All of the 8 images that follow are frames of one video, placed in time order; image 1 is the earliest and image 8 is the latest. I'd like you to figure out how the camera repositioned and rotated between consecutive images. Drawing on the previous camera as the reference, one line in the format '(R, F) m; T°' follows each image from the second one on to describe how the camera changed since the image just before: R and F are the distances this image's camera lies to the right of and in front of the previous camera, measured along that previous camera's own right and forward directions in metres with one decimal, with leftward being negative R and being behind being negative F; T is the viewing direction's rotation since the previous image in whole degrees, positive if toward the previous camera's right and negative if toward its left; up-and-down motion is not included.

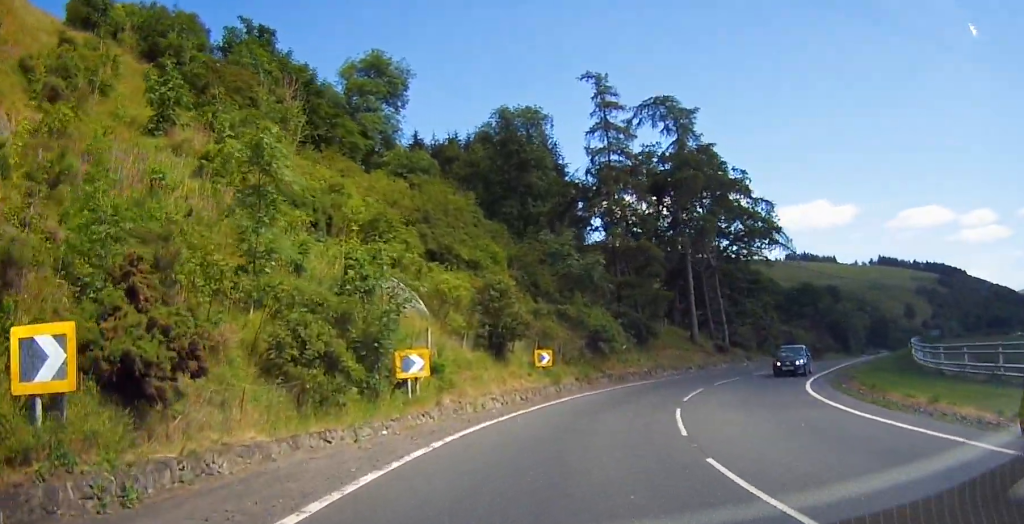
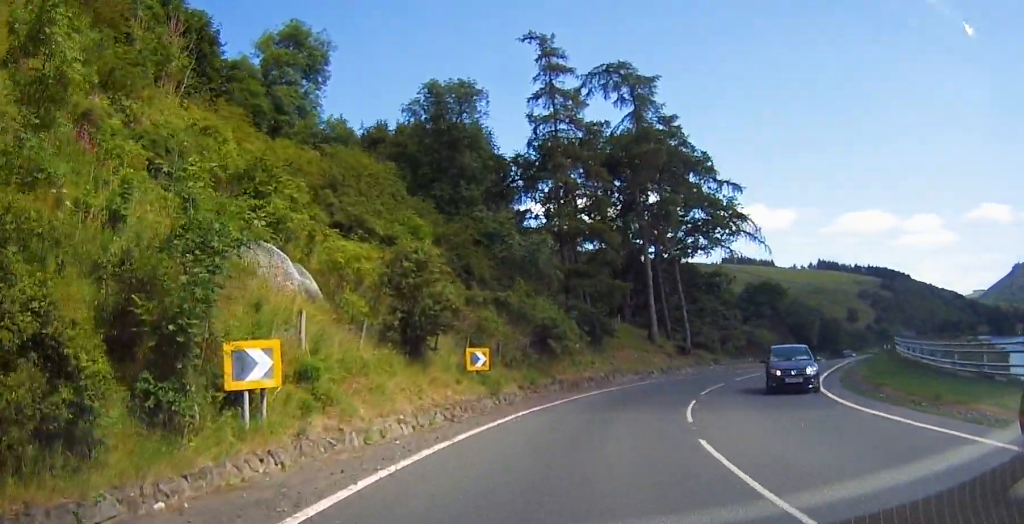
(+0.1, +7.1) m; +6°
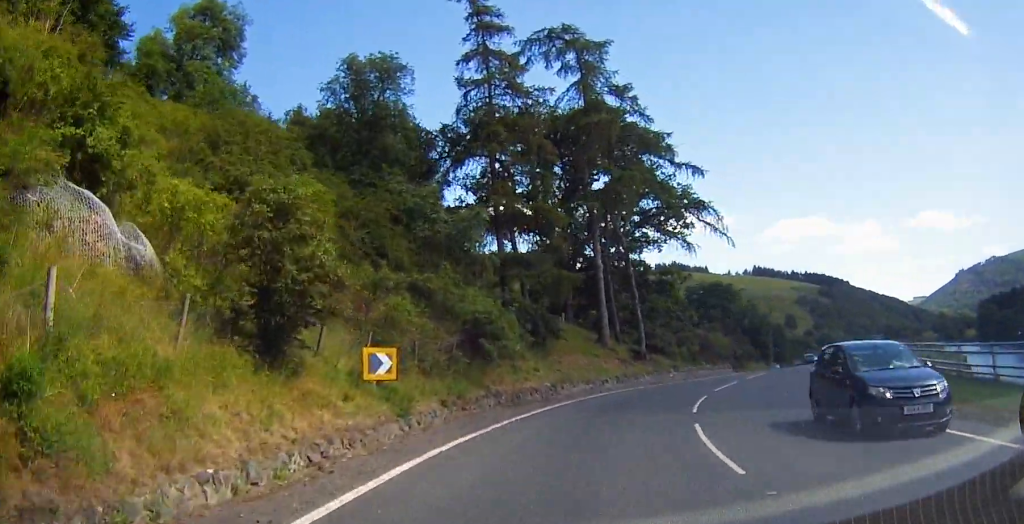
(+0.5, +6.2) m; +6°
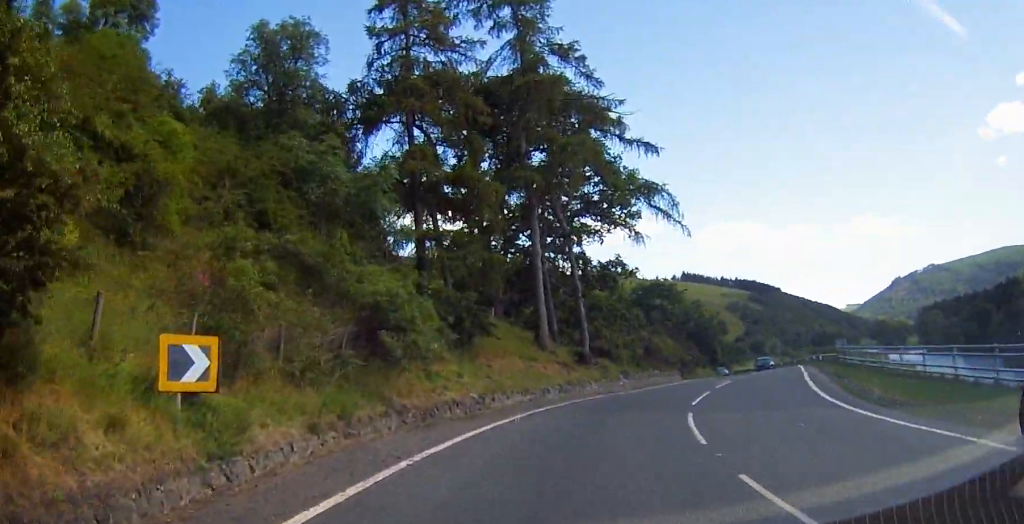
(+0.1, +6.0) m; +6°
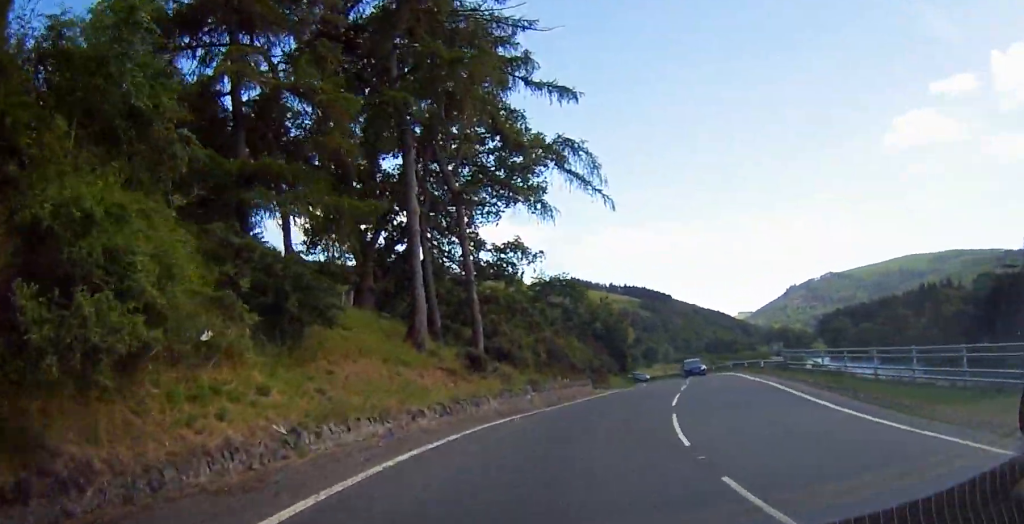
(+0.9, +8.9) m; +9°
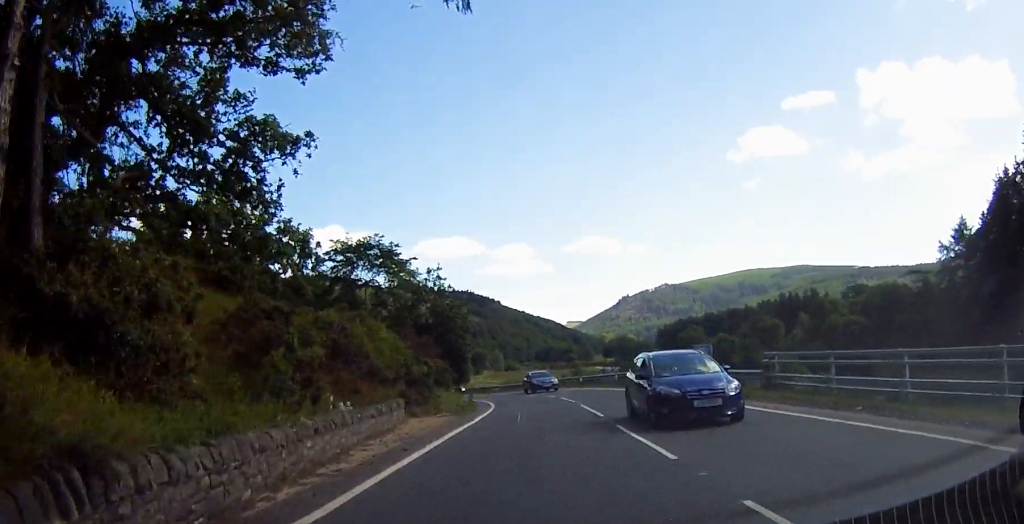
(+2.8, +19.1) m; +13°
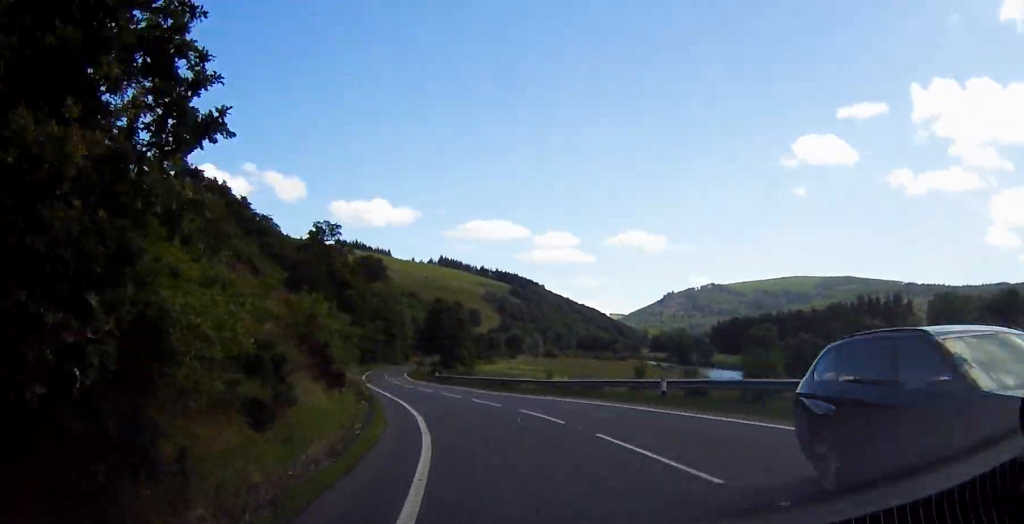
(+0.6, +37.1) m; -3°
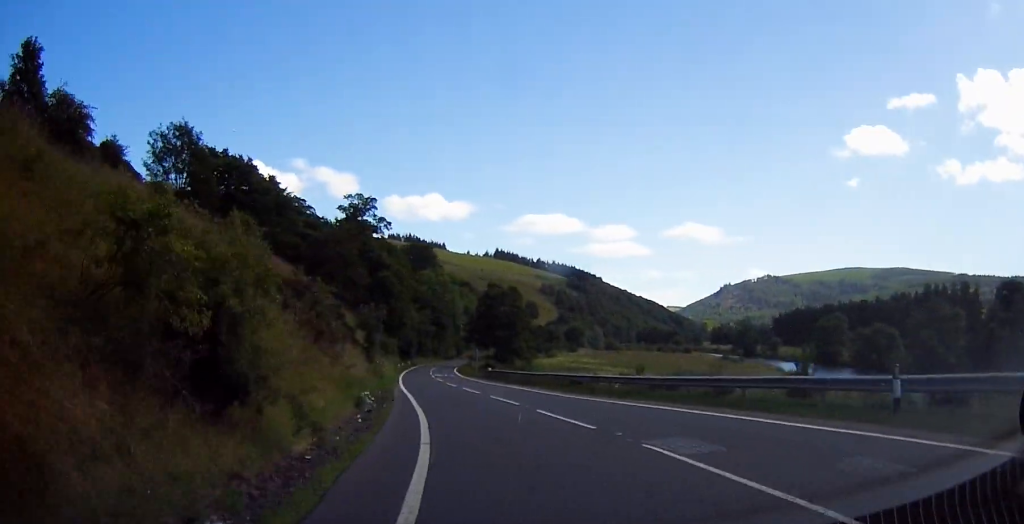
(0.0, +11.4) m; -4°
